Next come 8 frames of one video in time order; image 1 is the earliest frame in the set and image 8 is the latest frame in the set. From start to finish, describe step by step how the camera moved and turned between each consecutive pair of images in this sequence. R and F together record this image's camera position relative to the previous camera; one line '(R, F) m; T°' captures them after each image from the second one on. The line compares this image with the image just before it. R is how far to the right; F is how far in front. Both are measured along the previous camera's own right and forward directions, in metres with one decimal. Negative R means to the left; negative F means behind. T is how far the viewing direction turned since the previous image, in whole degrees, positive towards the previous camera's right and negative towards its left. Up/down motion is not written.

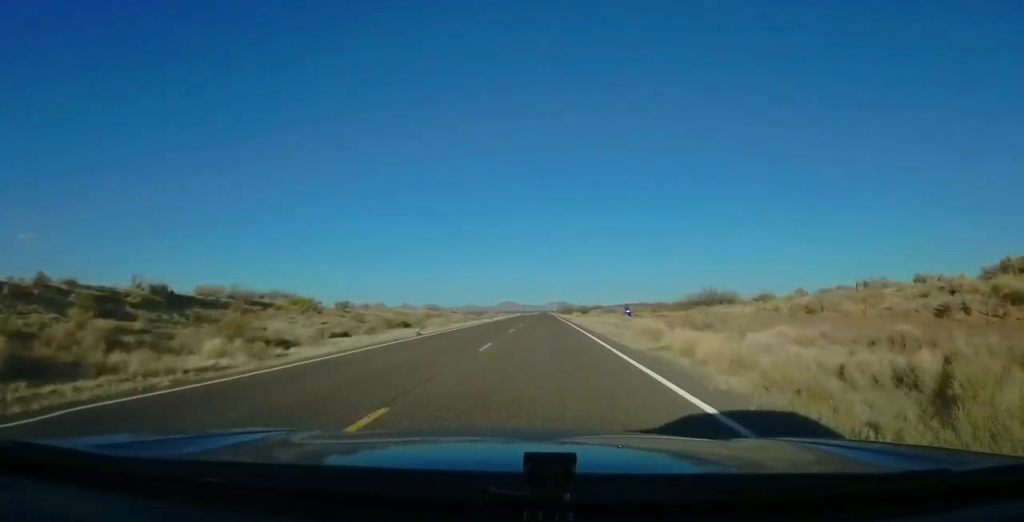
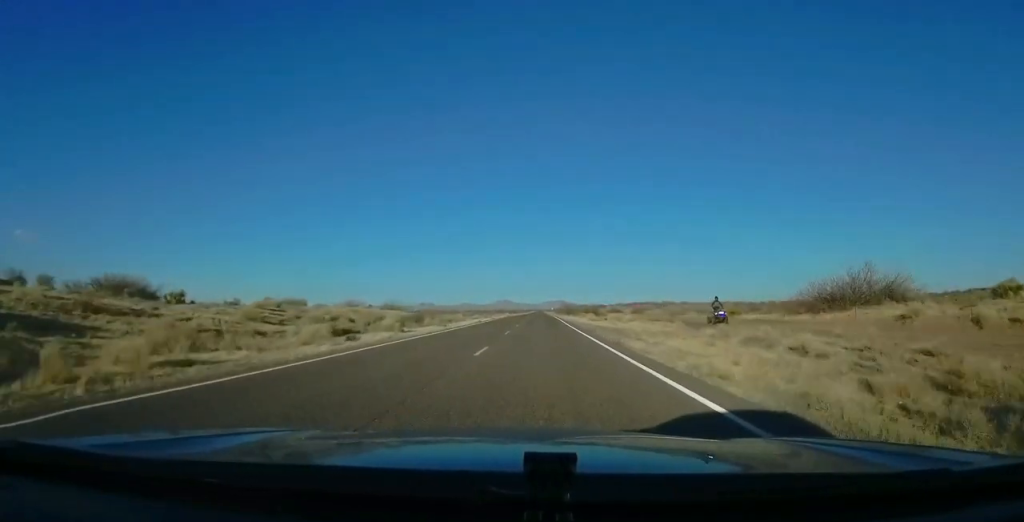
(-0.1, +38.3) m; 0°
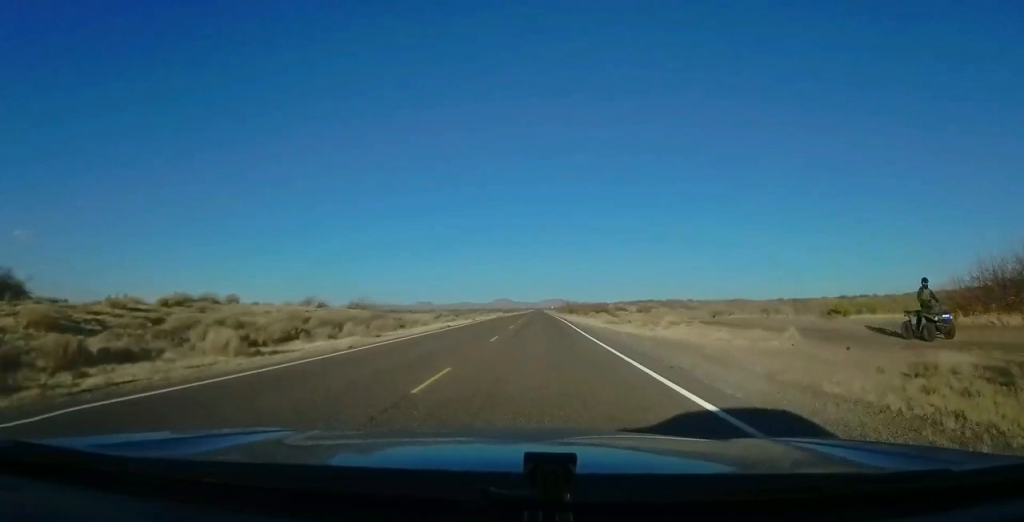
(-0.2, +18.6) m; +1°
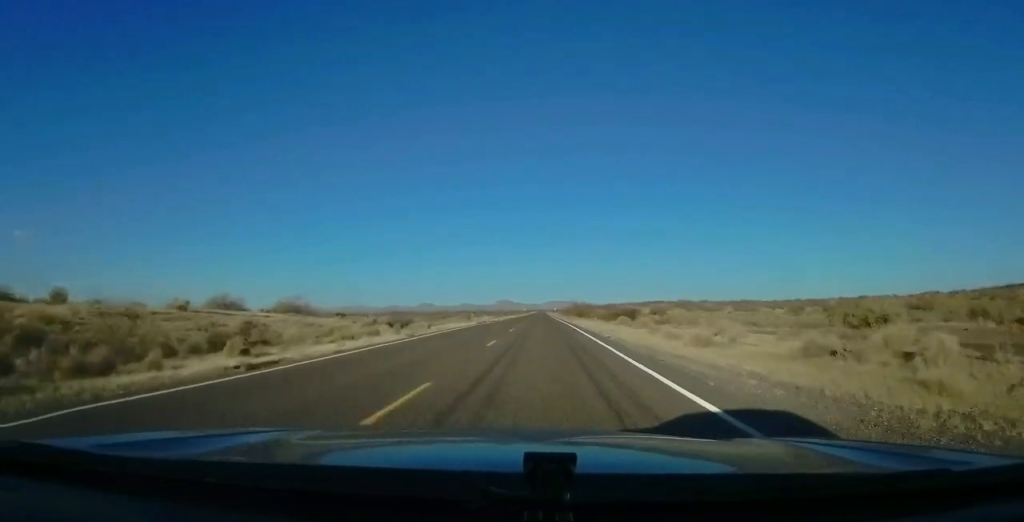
(+0.5, +26.4) m; 0°
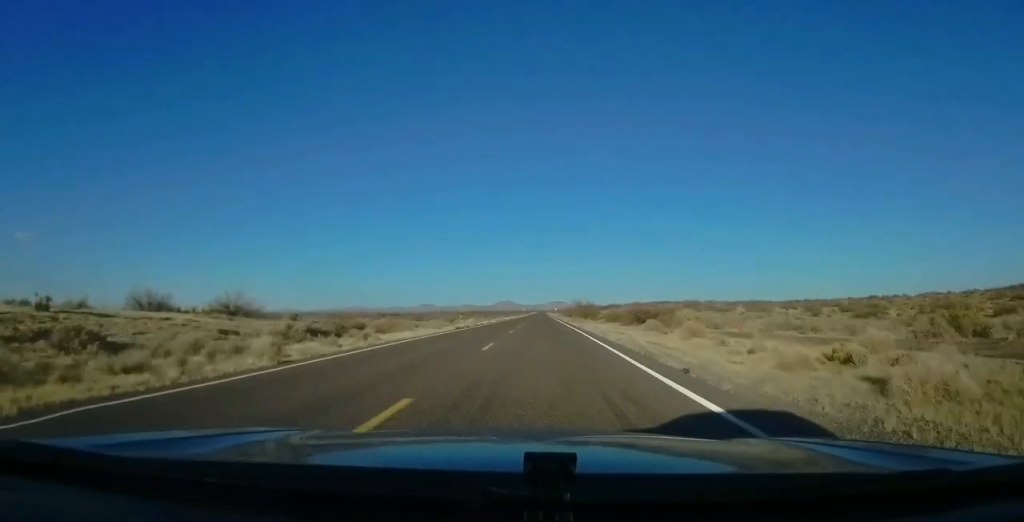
(0.0, +13.7) m; 0°
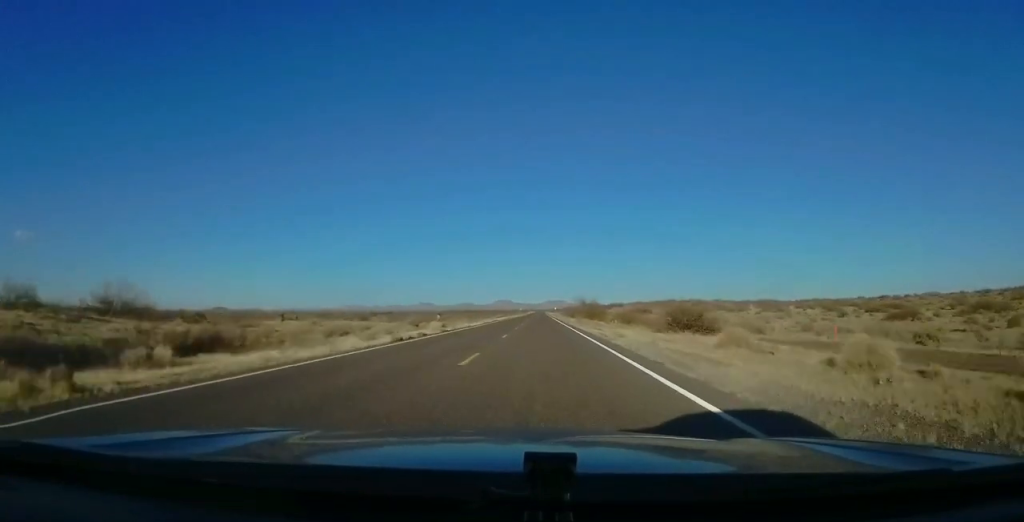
(-0.4, +16.6) m; 0°
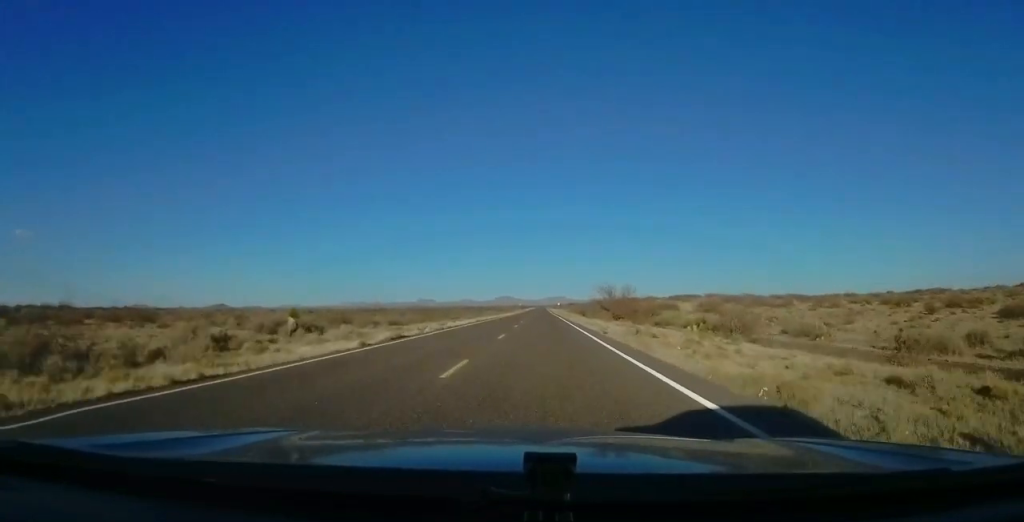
(+0.6, +39.0) m; +1°
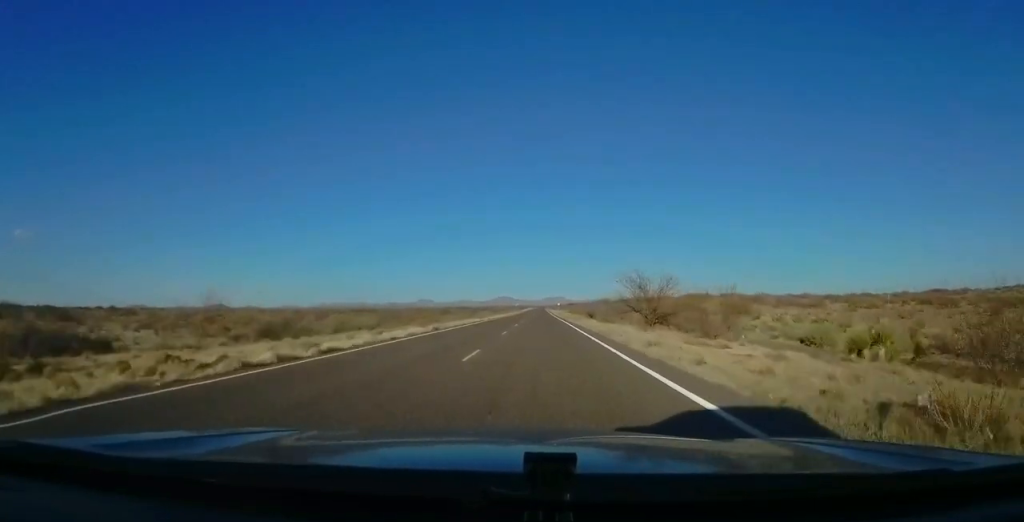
(-0.2, +21.5) m; 0°
